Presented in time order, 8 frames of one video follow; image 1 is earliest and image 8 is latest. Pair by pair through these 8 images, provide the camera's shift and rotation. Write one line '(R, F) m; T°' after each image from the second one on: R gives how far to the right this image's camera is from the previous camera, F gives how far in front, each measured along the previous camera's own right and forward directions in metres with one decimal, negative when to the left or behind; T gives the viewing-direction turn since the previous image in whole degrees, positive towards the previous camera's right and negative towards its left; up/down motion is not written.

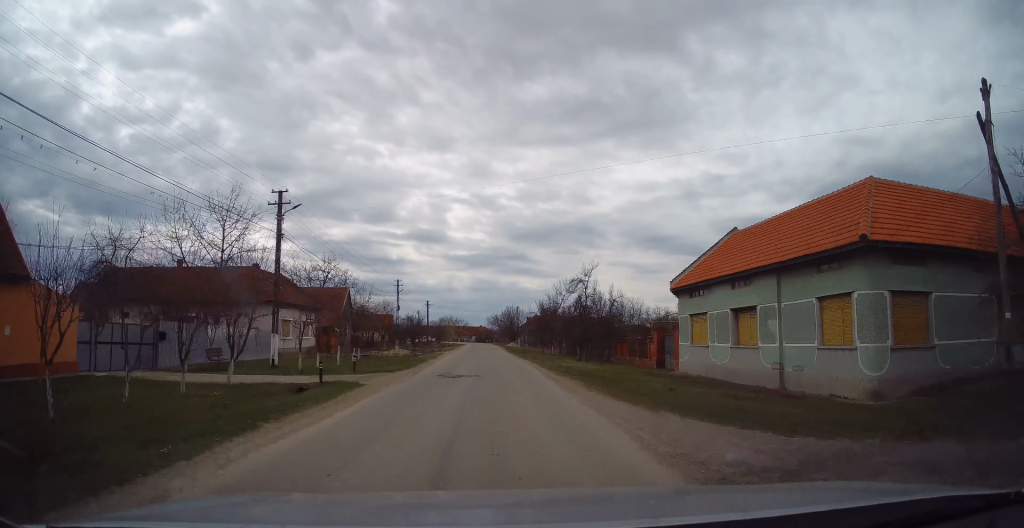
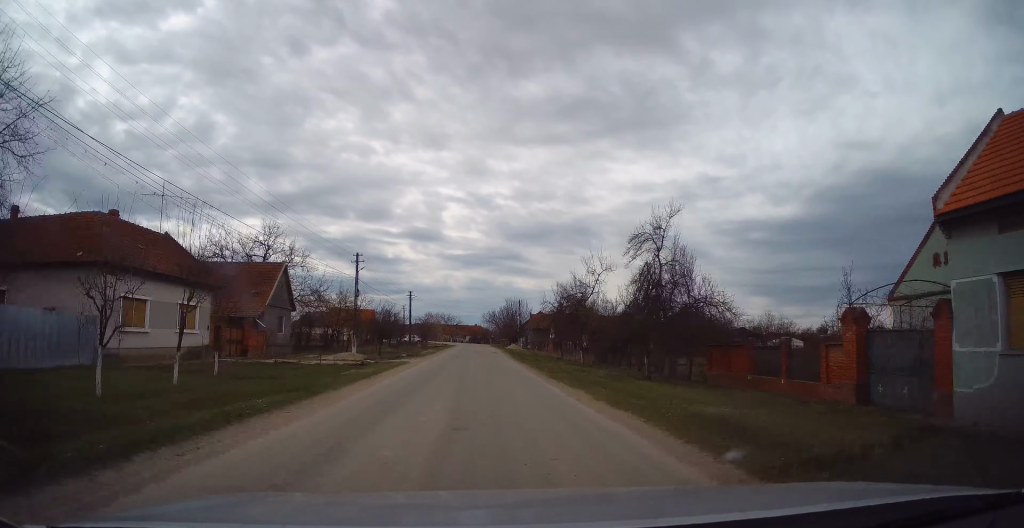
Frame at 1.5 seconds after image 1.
(+0.3, +18.3) m; 0°
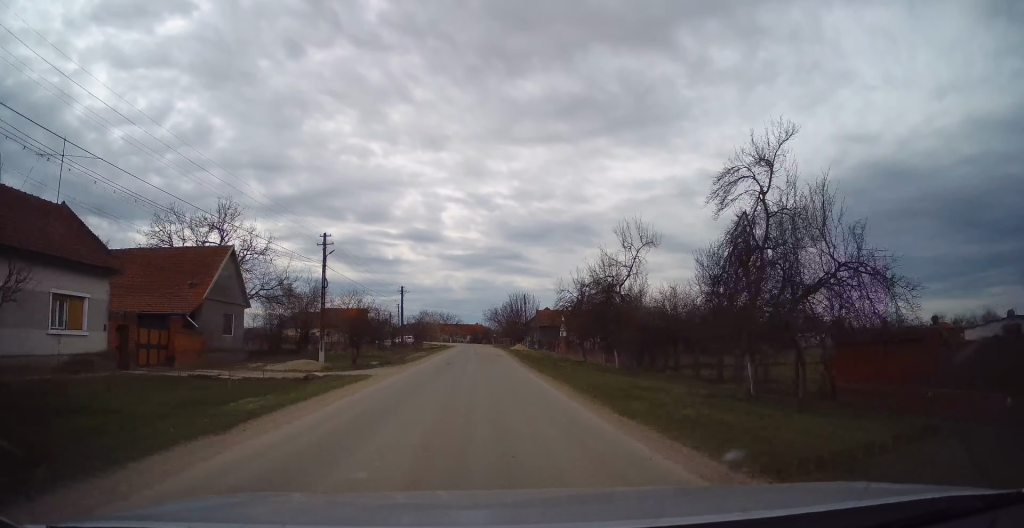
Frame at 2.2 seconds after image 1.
(-0.2, +8.8) m; -1°
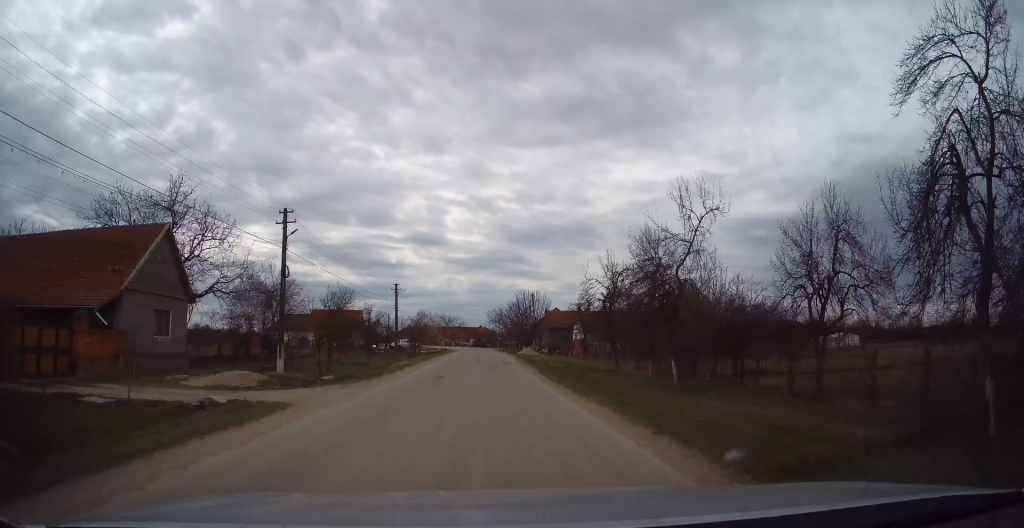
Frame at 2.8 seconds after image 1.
(0.0, +7.6) m; +1°
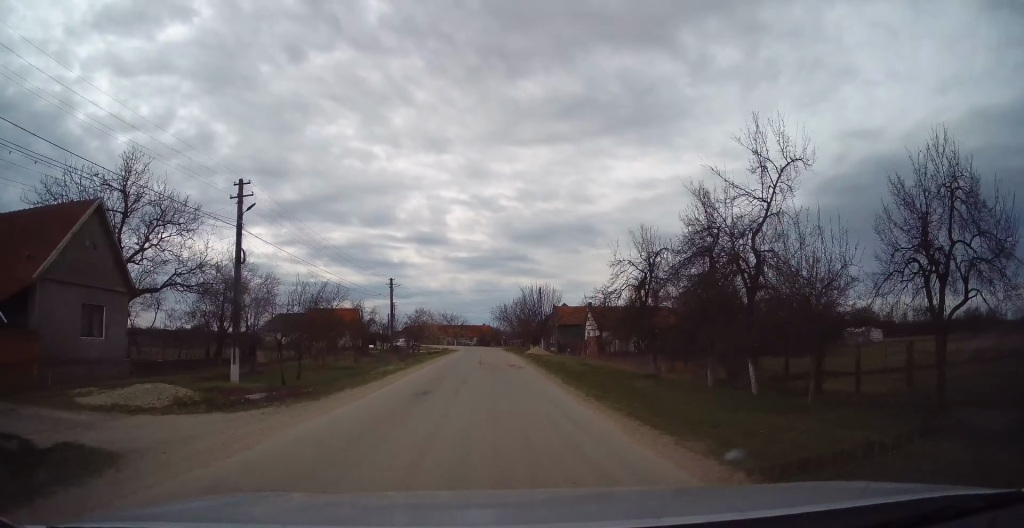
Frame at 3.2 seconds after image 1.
(-0.1, +5.4) m; +1°
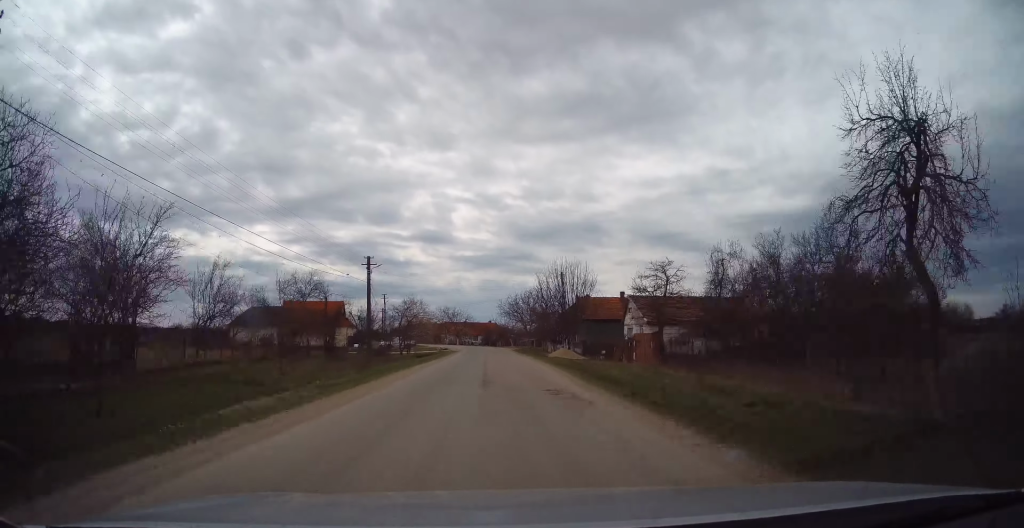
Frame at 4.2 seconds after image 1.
(+0.6, +14.1) m; -2°
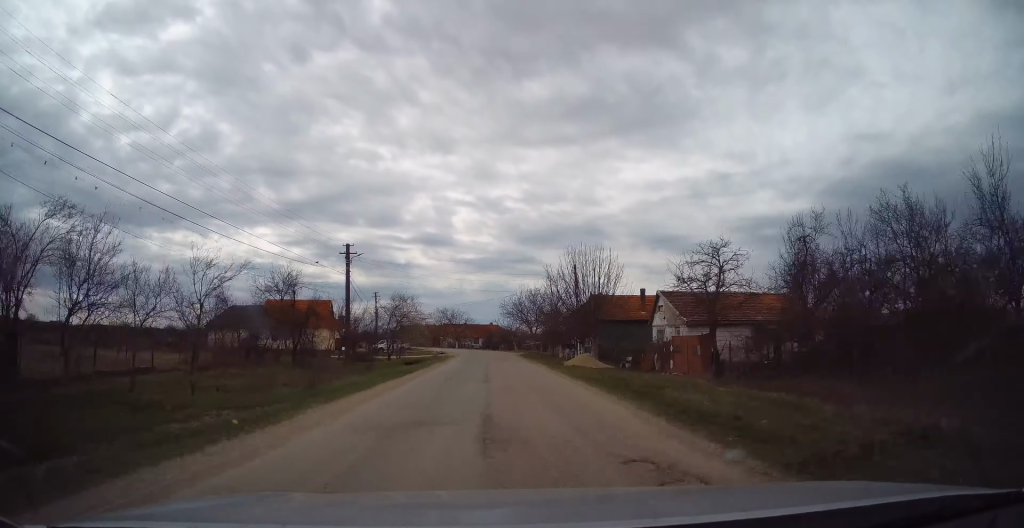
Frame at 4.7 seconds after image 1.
(-0.6, +7.3) m; -1°
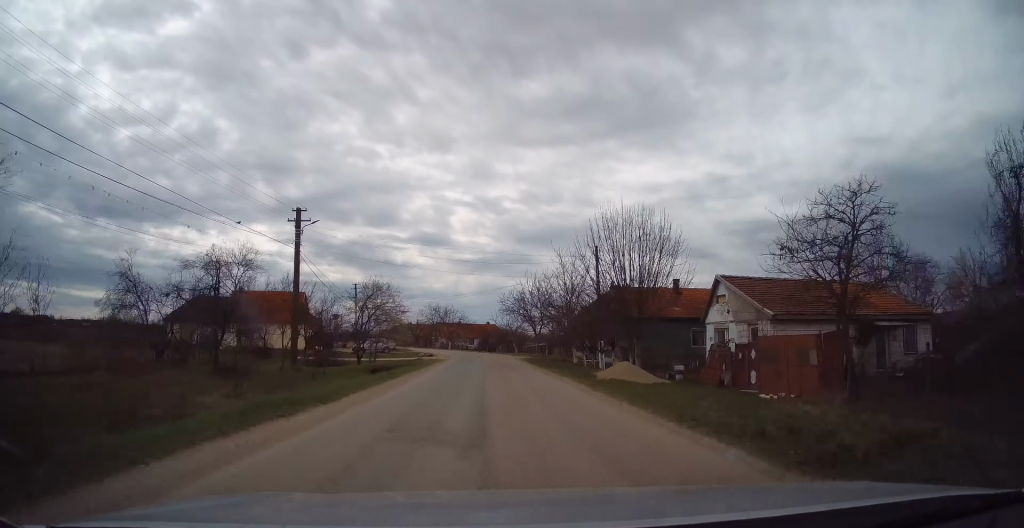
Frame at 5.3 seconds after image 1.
(-0.3, +9.8) m; 0°
